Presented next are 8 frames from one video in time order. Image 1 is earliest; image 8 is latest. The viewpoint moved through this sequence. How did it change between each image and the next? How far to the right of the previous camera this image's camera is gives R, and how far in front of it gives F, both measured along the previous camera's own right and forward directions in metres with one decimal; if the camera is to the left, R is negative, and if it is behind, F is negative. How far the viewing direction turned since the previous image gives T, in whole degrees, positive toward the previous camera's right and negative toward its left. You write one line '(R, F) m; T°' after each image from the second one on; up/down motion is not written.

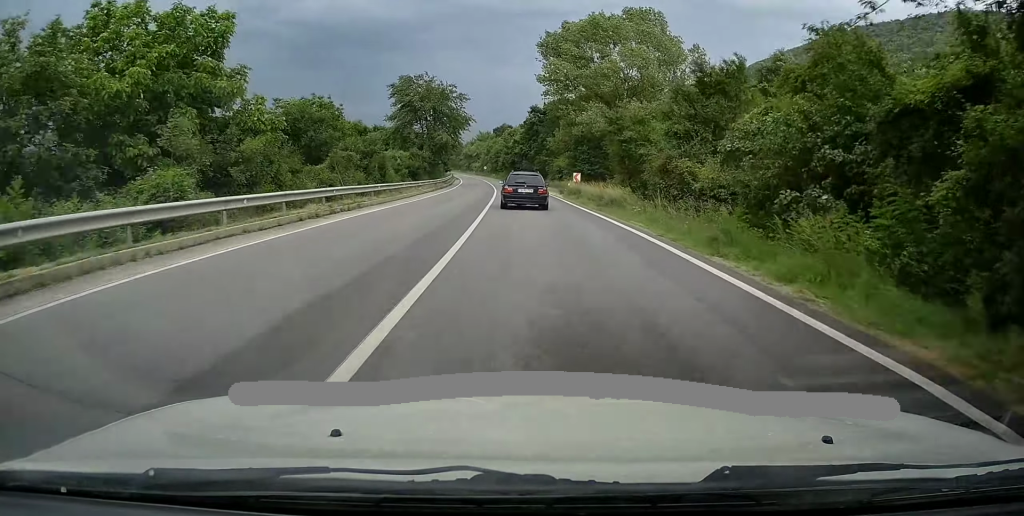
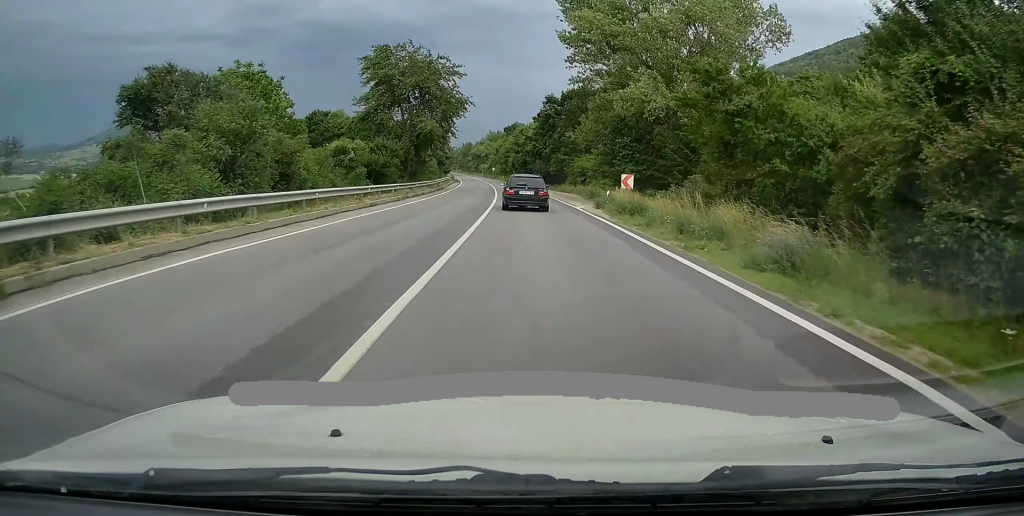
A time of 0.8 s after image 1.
(-0.4, +18.5) m; -1°
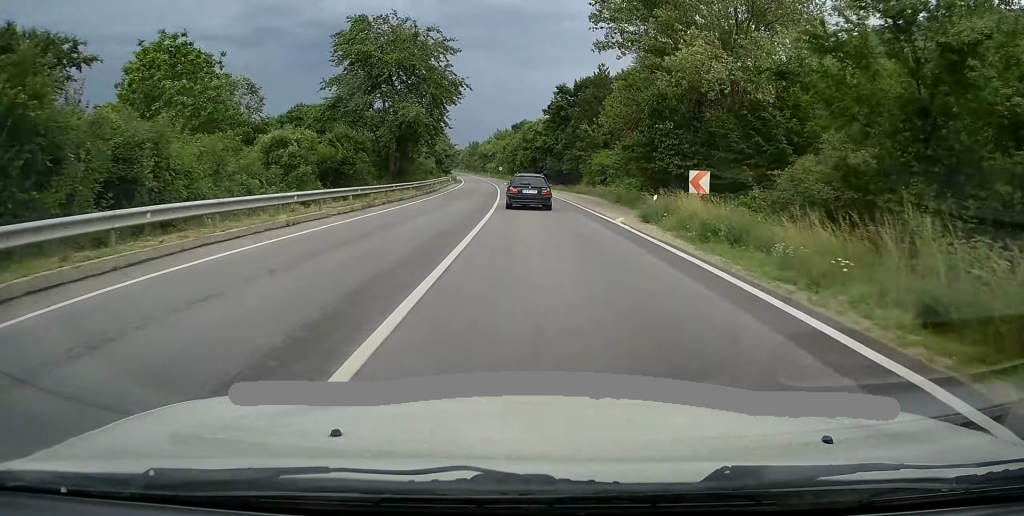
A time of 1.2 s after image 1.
(-0.1, +10.6) m; 0°
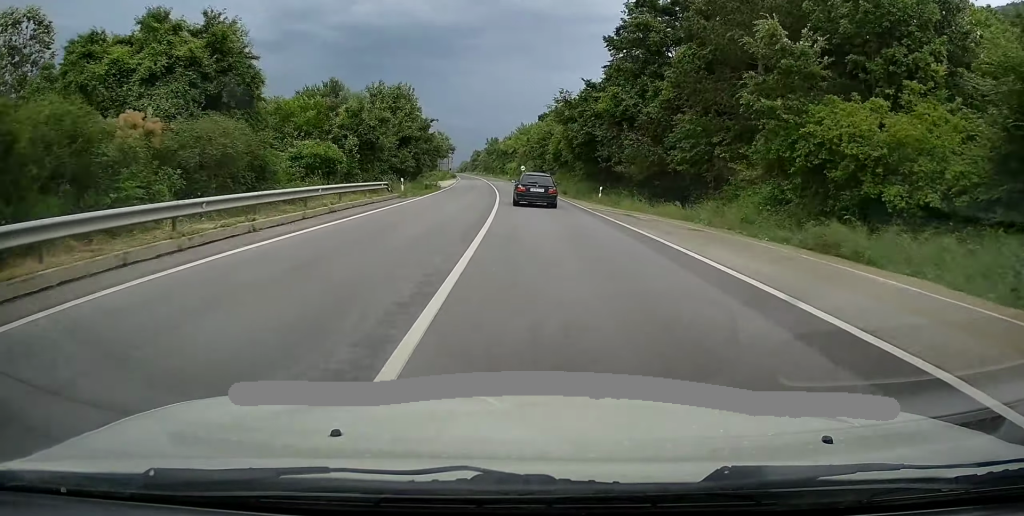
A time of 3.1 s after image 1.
(-0.5, +46.6) m; -2°
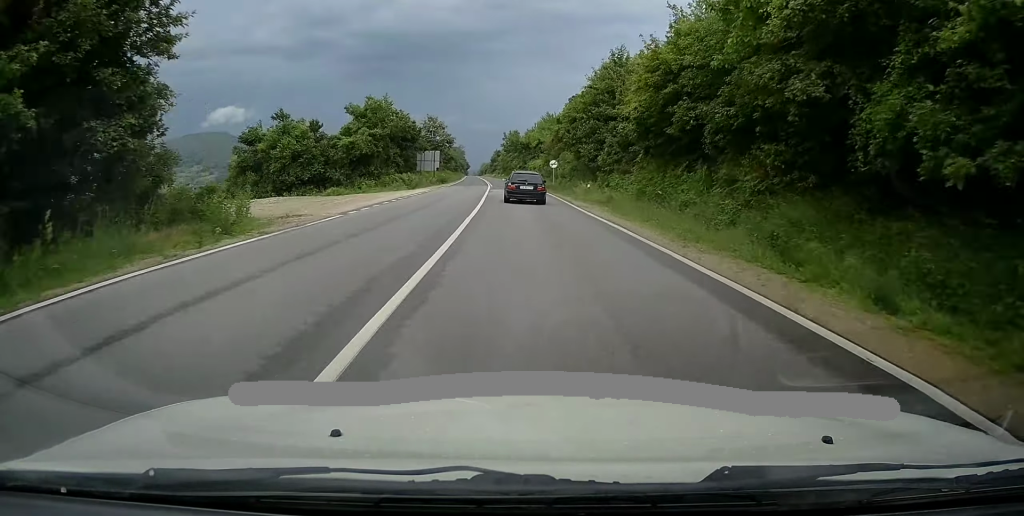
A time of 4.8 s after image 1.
(-1.2, +42.0) m; -3°
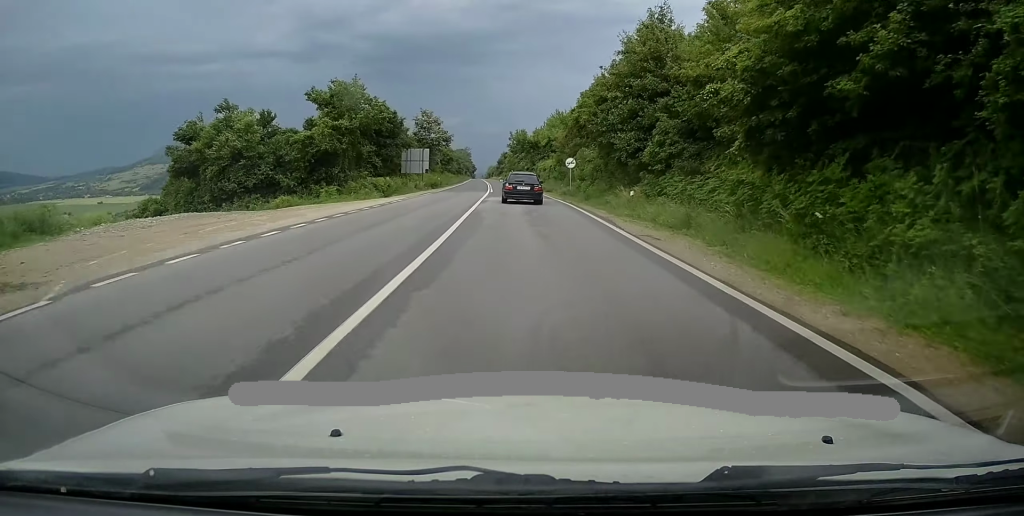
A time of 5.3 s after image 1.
(0.0, +13.1) m; 0°
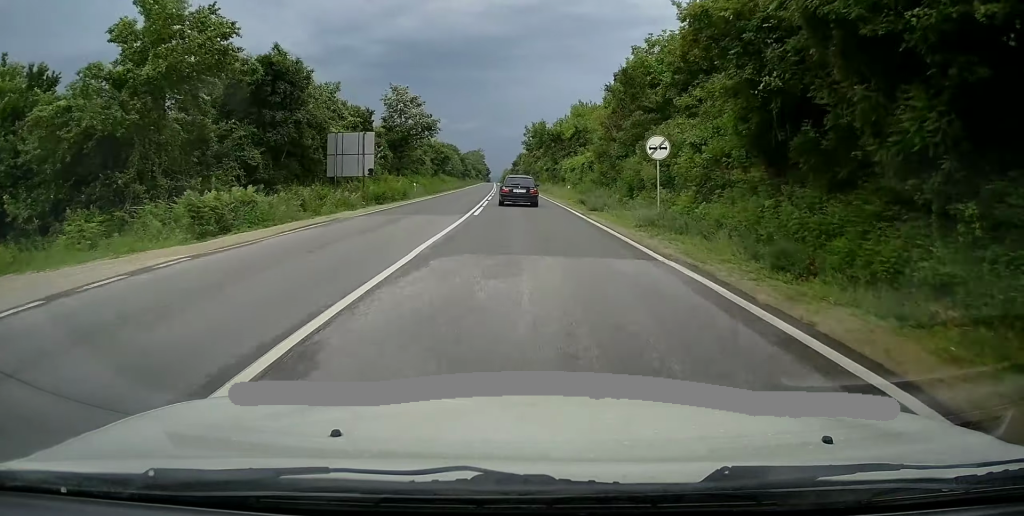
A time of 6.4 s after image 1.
(0.0, +26.3) m; -1°
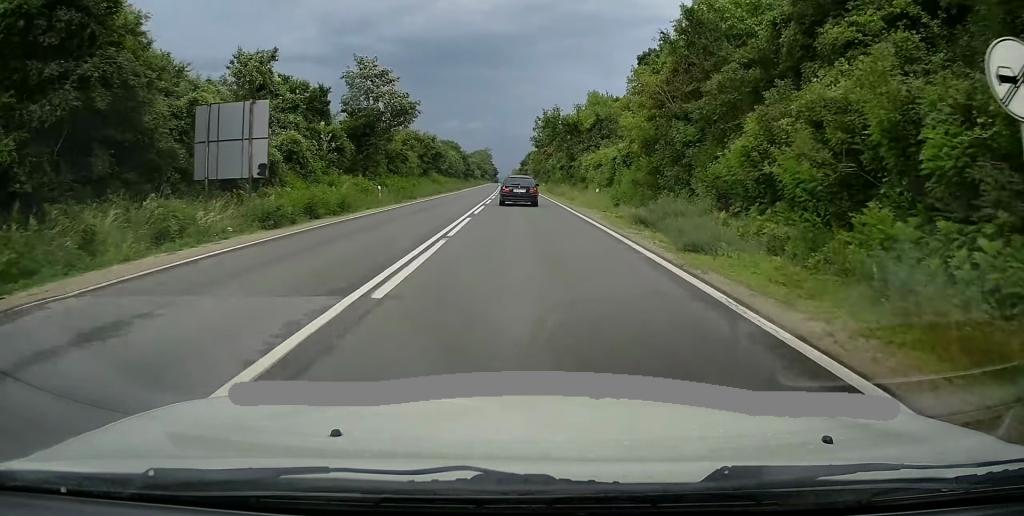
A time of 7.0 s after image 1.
(-0.1, +14.8) m; -1°
